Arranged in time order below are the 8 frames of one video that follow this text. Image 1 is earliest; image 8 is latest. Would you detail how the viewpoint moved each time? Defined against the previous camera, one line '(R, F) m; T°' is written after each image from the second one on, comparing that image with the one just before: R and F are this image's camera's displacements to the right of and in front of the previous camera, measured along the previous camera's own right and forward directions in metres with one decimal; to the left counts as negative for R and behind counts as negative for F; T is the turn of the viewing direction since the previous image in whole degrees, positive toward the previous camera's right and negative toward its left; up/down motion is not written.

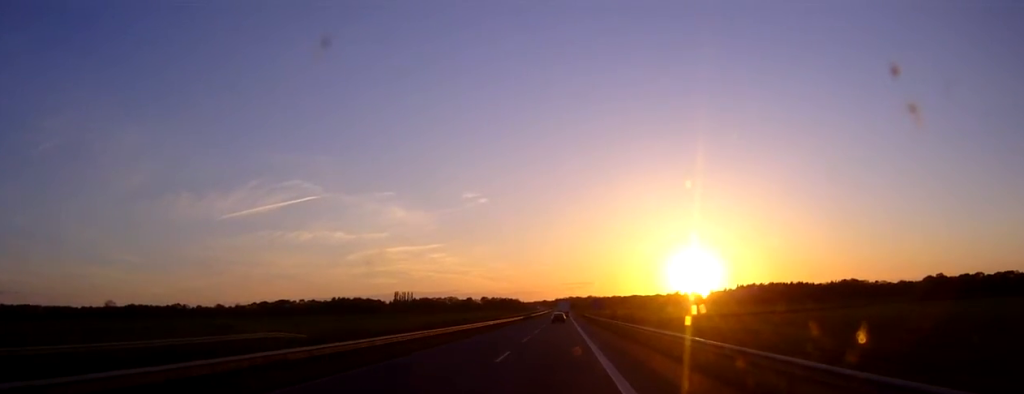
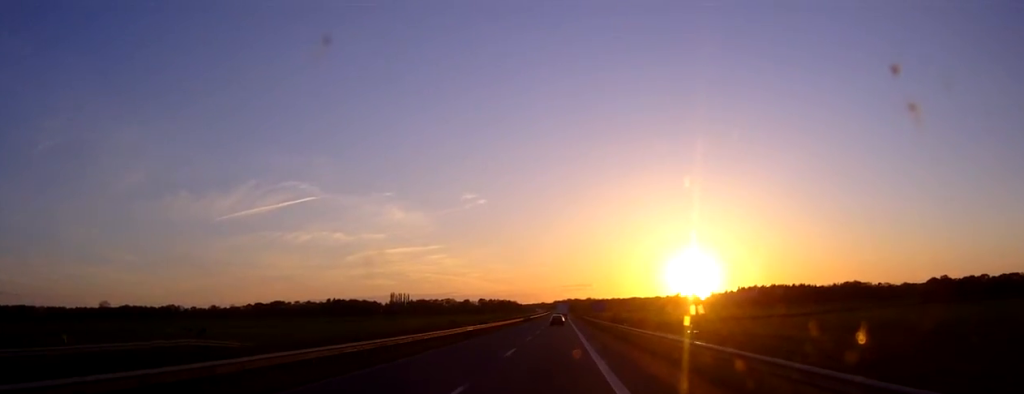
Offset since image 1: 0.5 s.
(0.0, +12.6) m; 0°
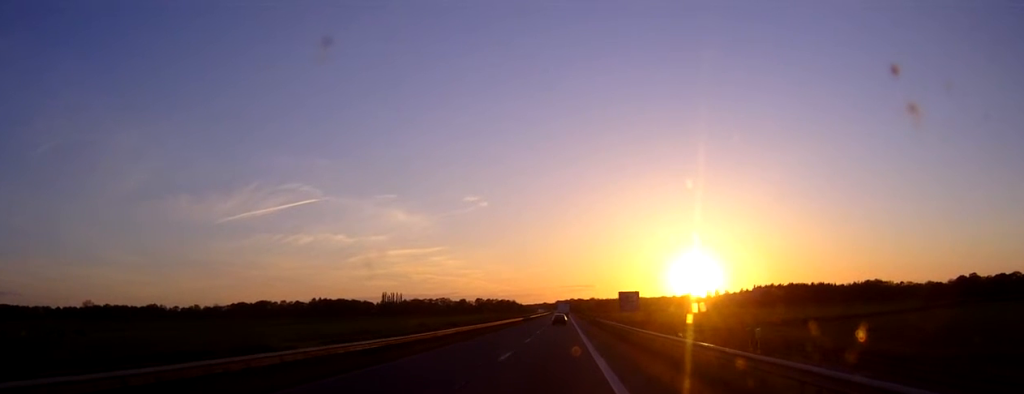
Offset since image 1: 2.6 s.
(-0.1, +57.0) m; 0°
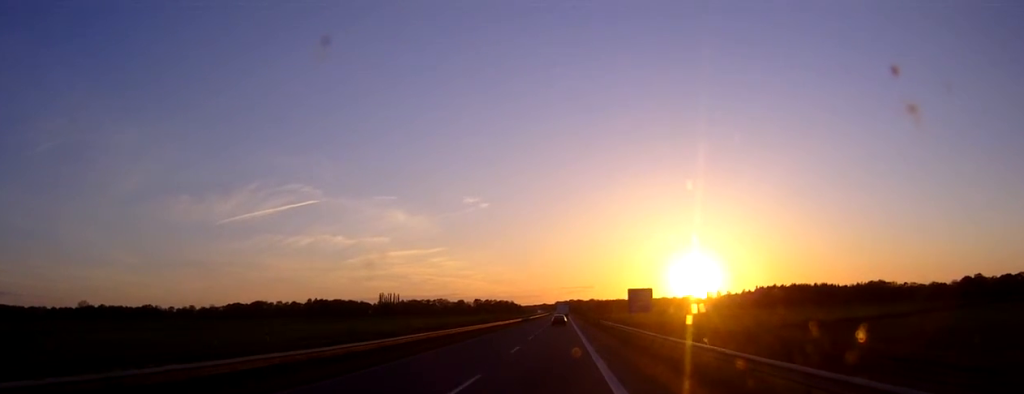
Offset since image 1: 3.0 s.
(0.0, +11.5) m; 0°
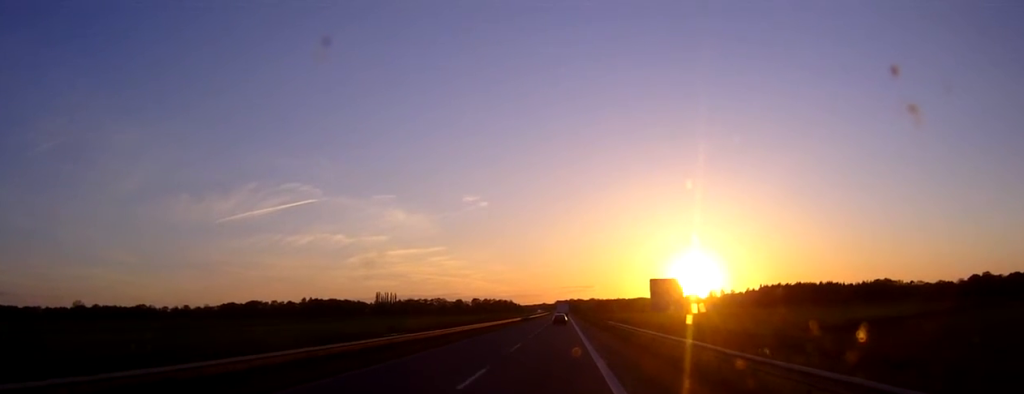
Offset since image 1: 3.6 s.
(0.0, +16.0) m; 0°
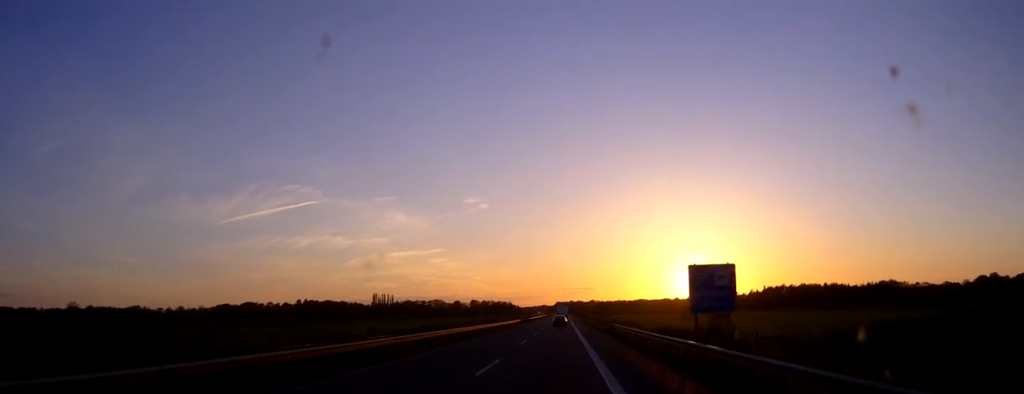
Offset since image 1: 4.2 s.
(0.0, +14.2) m; 0°
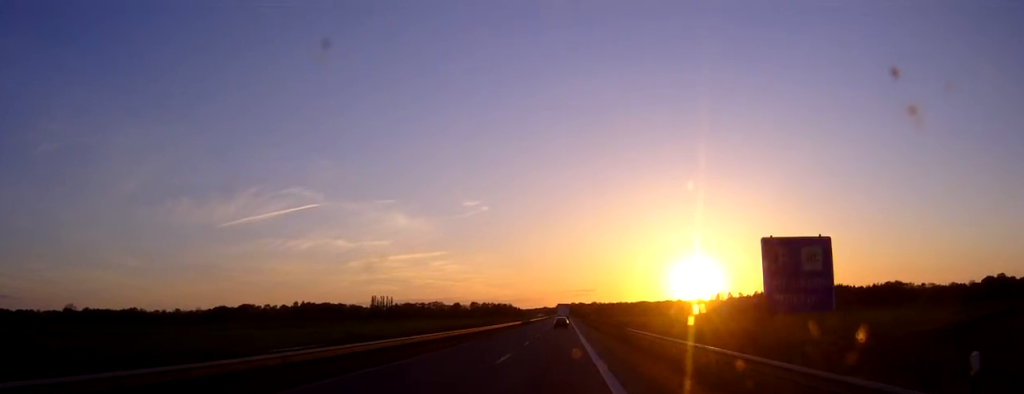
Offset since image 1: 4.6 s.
(0.0, +11.6) m; 0°
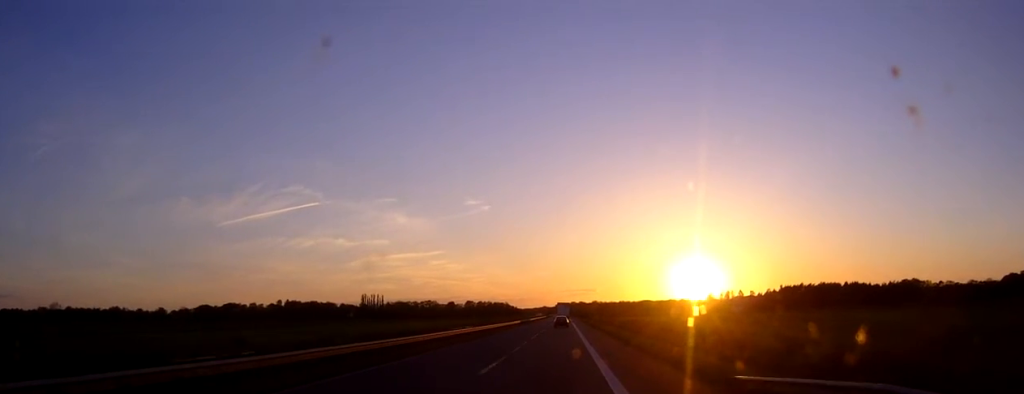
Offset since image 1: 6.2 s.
(-0.2, +41.7) m; 0°
